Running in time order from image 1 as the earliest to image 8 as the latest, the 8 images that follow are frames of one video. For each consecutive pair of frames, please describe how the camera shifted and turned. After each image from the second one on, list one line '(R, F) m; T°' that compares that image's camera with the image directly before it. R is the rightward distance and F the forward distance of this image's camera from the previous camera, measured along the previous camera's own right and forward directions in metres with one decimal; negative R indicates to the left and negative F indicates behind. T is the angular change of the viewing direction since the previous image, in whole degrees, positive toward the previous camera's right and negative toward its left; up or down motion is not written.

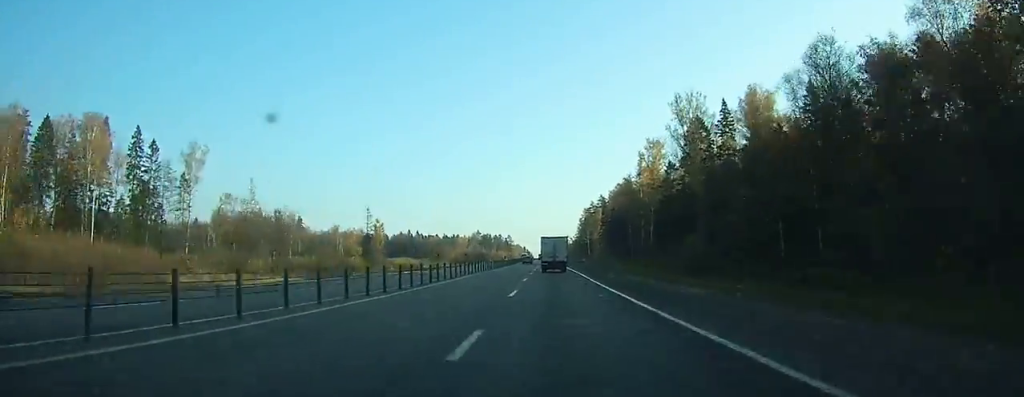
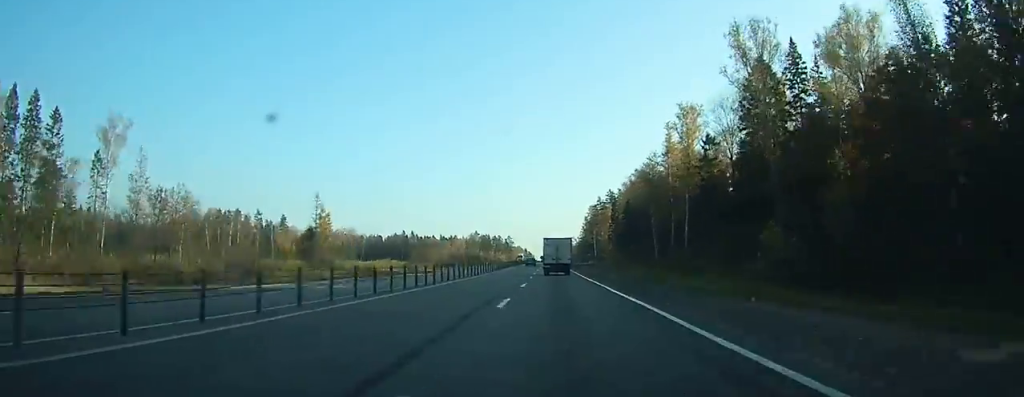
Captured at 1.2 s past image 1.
(0.0, +29.2) m; 0°
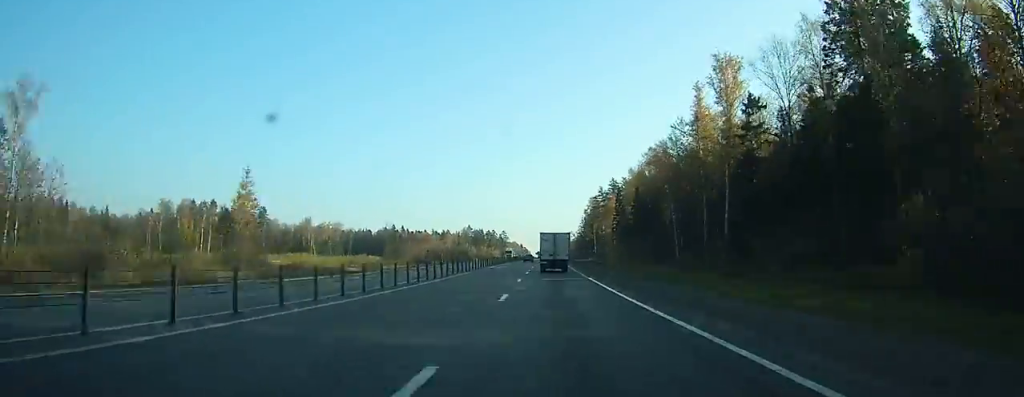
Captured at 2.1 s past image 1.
(0.0, +22.7) m; 0°
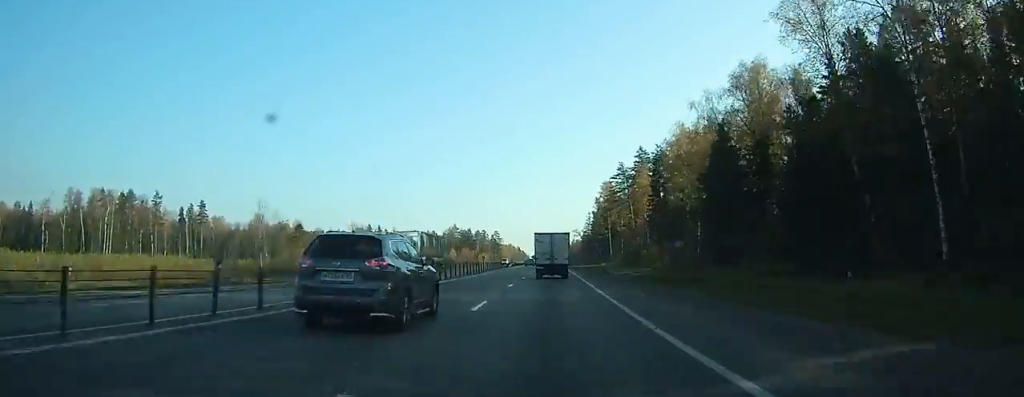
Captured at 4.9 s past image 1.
(+0.2, +68.8) m; 0°
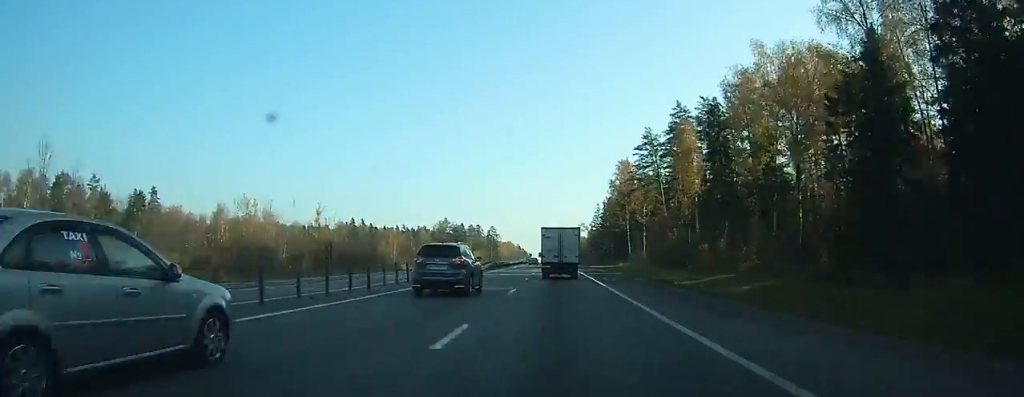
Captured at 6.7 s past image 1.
(0.0, +43.4) m; 0°
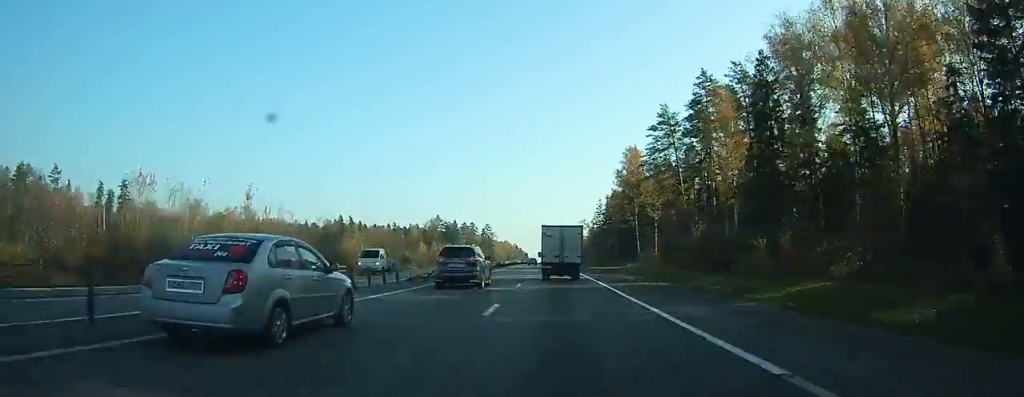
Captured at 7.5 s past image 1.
(+0.1, +20.3) m; 0°
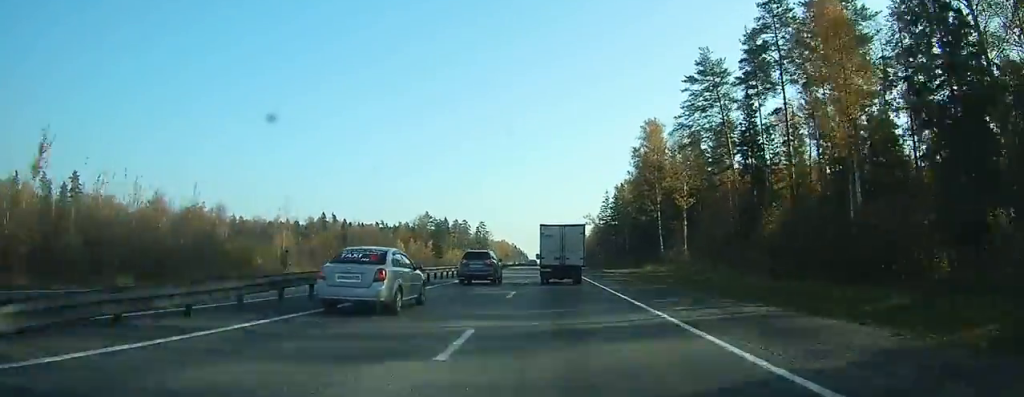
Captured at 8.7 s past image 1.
(+0.1, +30.6) m; 0°
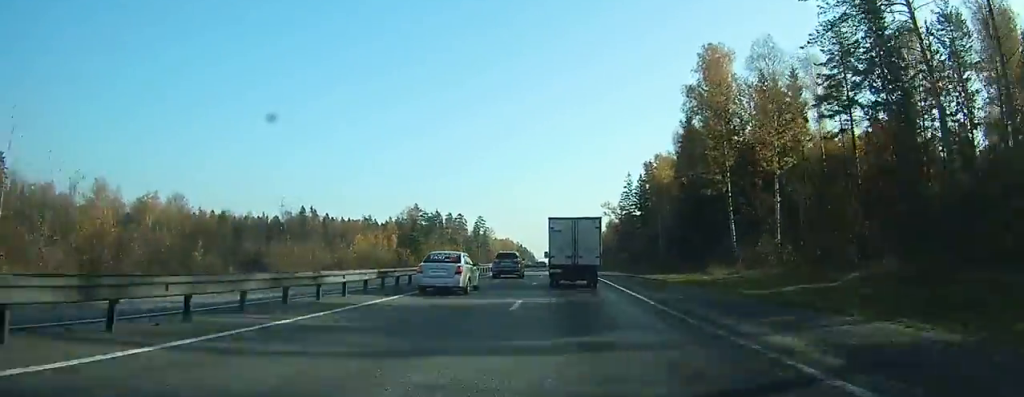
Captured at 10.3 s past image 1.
(-0.1, +42.3) m; -1°
